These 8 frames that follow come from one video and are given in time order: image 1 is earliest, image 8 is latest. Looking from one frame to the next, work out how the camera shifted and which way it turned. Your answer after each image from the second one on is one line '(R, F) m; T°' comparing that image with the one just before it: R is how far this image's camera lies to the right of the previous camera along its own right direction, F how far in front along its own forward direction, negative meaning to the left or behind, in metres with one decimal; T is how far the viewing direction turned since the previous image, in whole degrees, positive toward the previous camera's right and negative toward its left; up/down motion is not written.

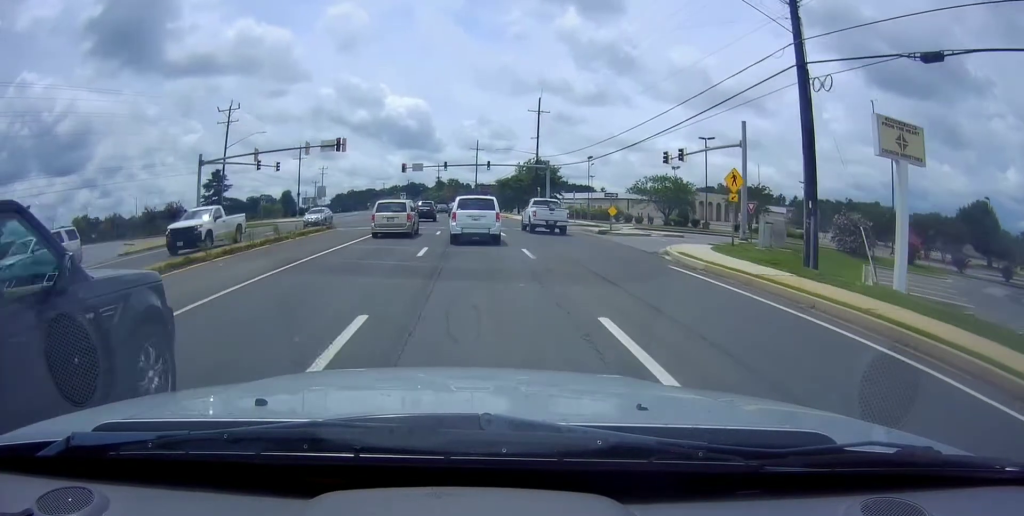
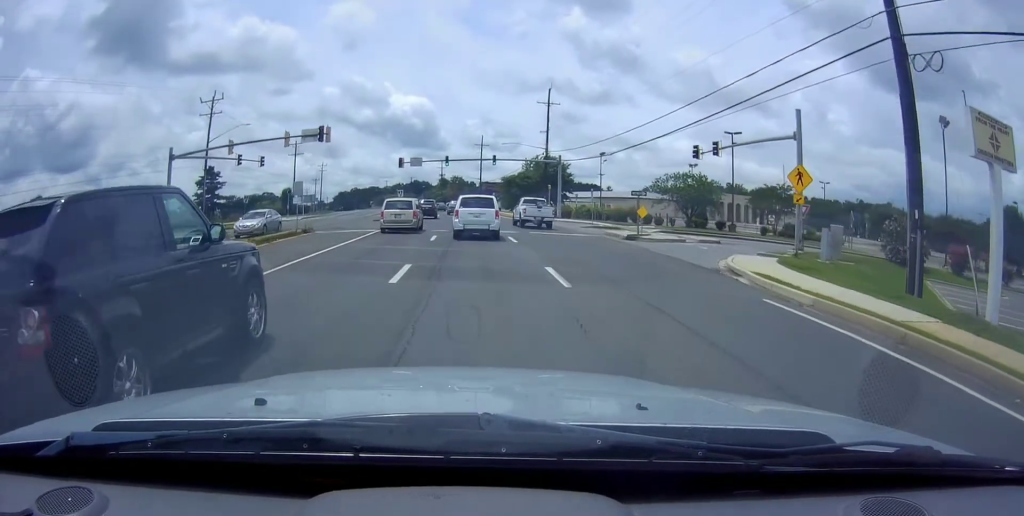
(0.0, +6.9) m; 0°
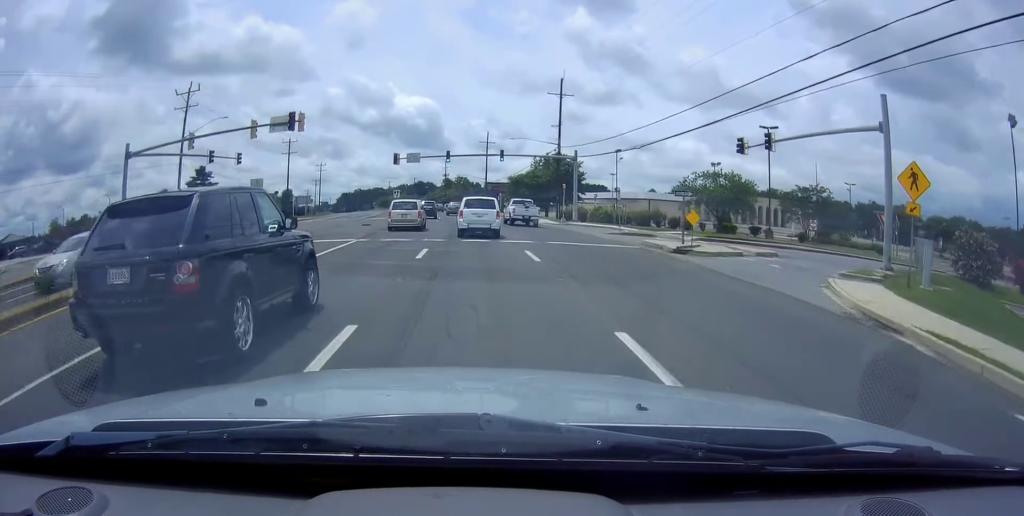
(0.0, +7.7) m; -1°
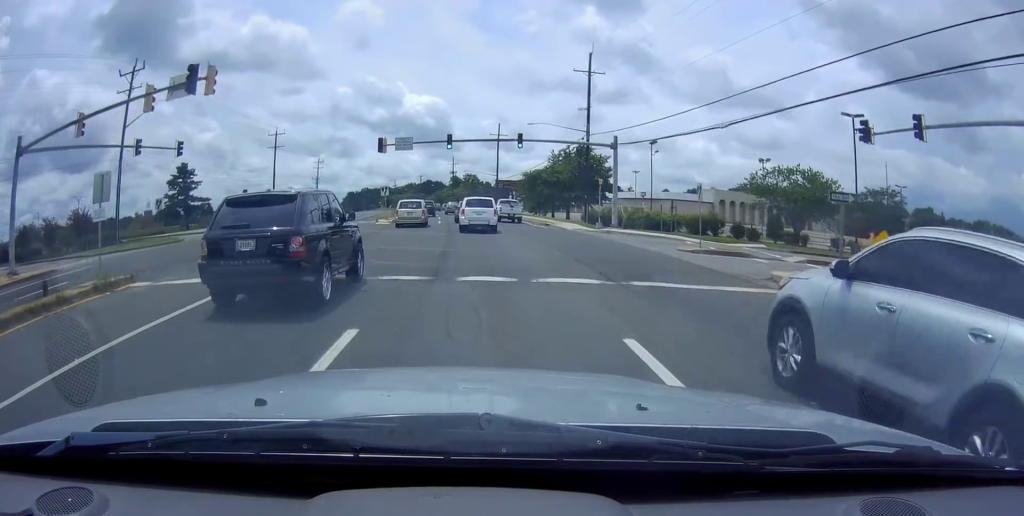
(-0.5, +13.5) m; -4°
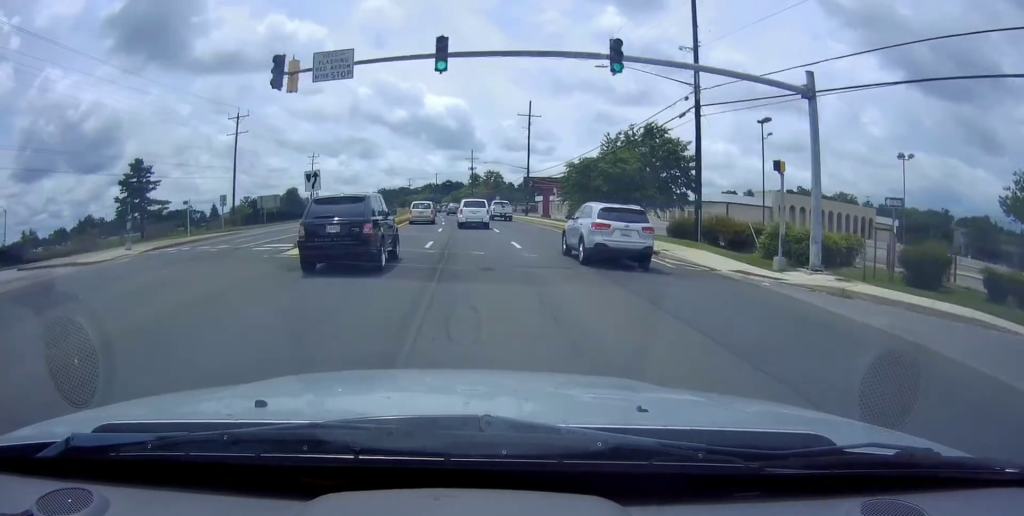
(0.0, +25.1) m; 0°
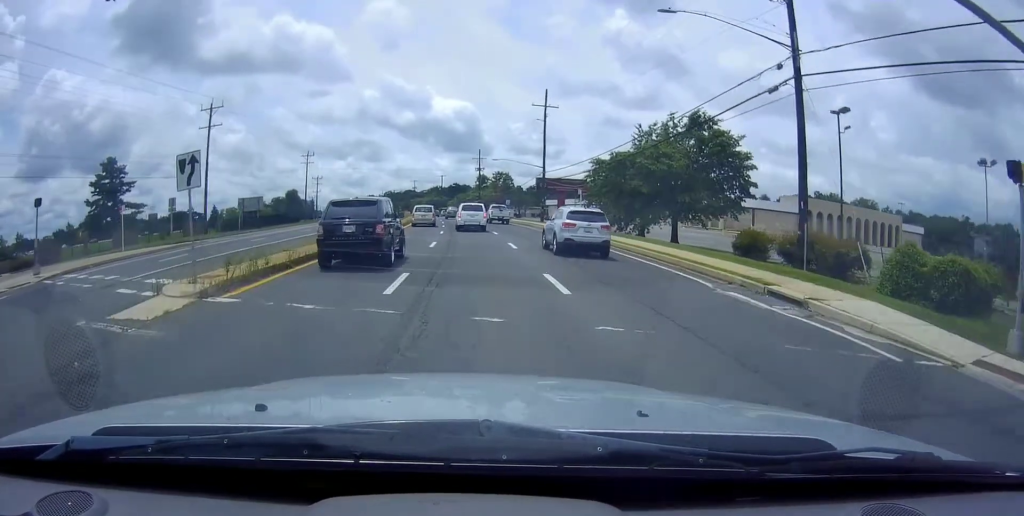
(-0.1, +10.2) m; -1°
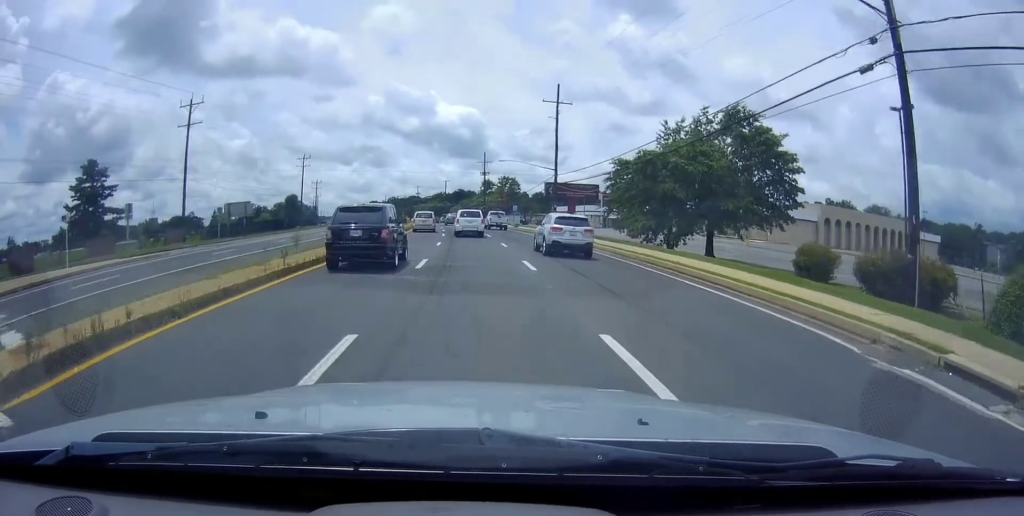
(-0.1, +6.2) m; -1°
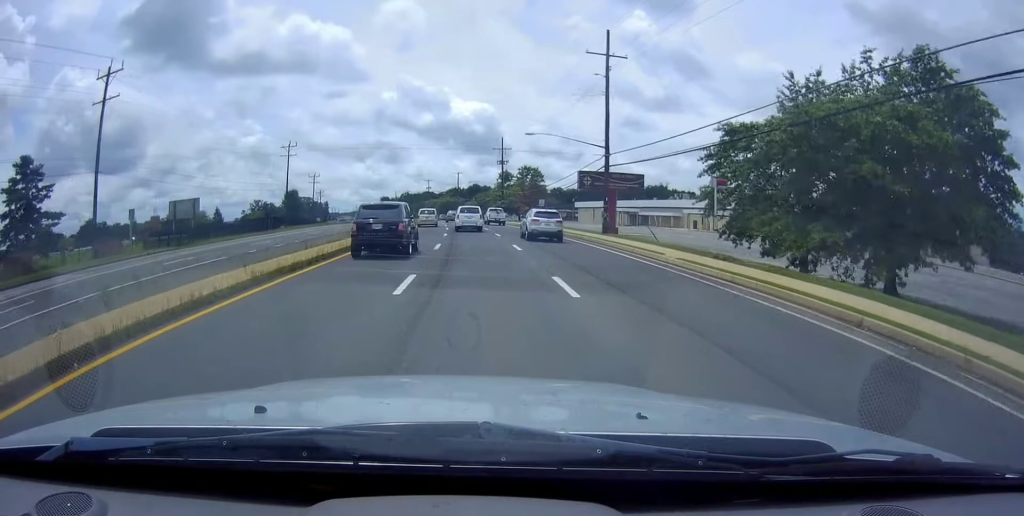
(-0.1, +18.1) m; 0°
